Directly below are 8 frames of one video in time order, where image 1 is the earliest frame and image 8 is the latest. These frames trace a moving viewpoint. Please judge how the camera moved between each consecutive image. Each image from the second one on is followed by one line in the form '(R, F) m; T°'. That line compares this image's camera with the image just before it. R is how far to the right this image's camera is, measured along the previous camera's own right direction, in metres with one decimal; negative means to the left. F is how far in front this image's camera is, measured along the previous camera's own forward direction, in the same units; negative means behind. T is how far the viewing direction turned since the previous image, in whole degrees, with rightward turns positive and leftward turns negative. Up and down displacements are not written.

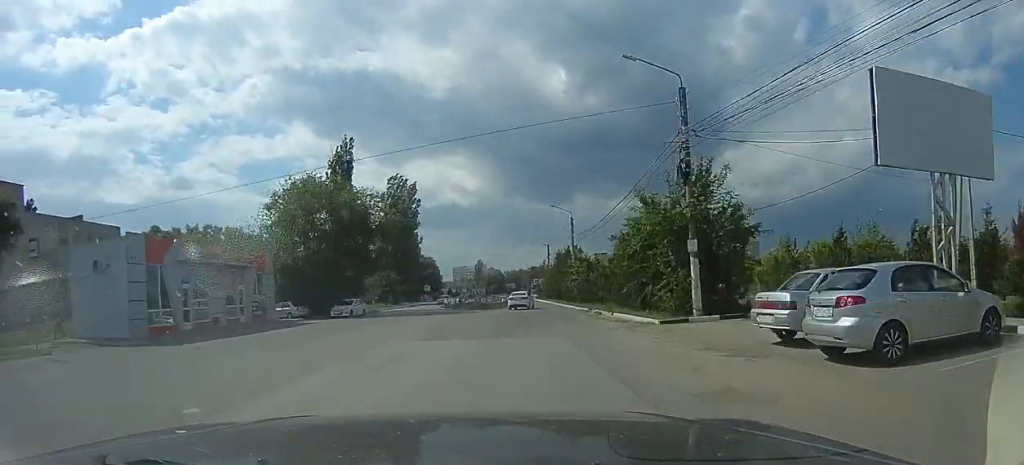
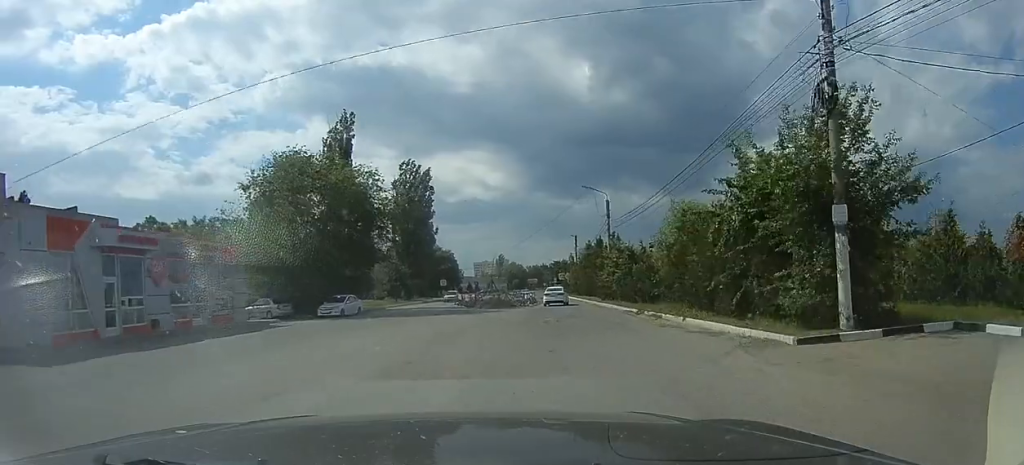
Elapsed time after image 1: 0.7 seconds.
(+0.3, +7.7) m; -3°
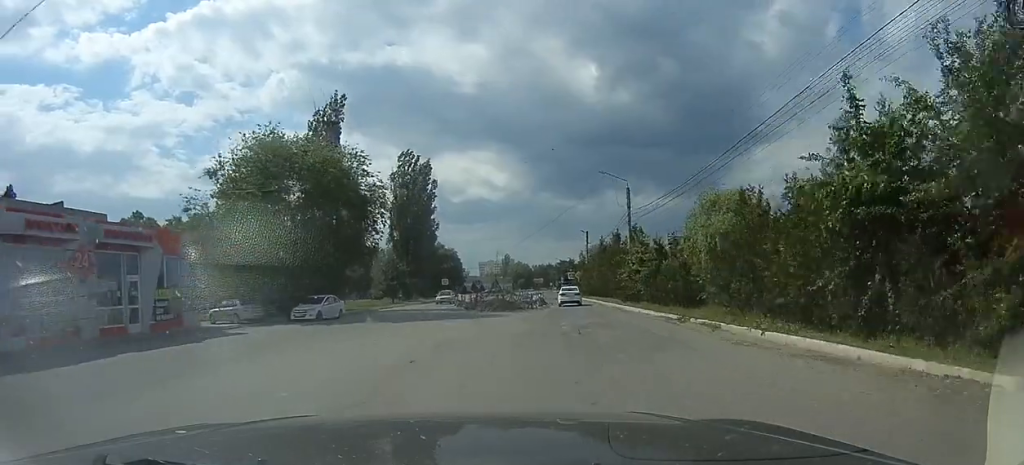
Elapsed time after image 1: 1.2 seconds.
(-0.5, +4.7) m; -1°
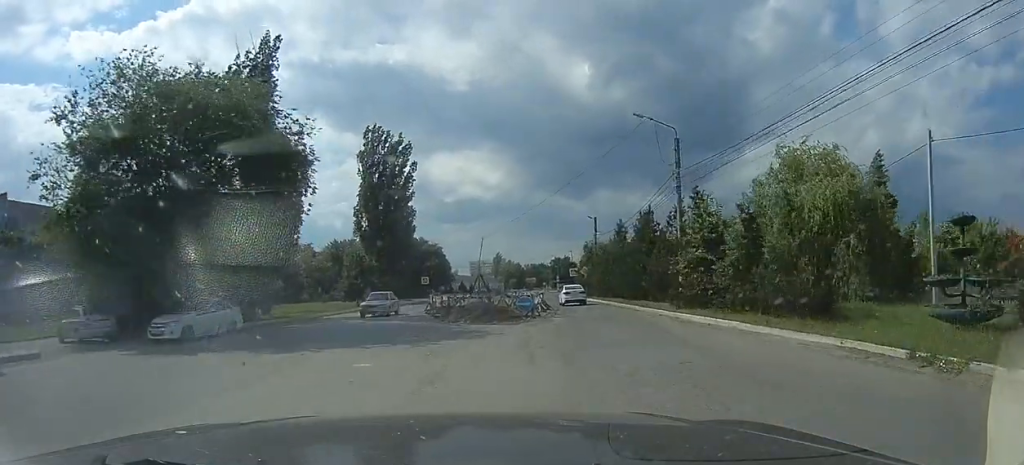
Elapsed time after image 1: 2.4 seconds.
(0.0, +11.3) m; -4°
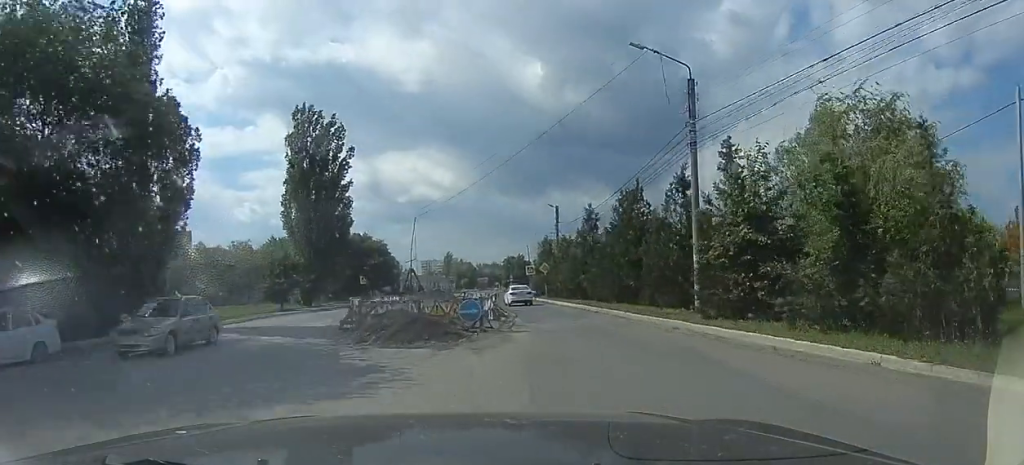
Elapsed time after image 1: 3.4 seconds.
(-0.6, +7.2) m; +3°
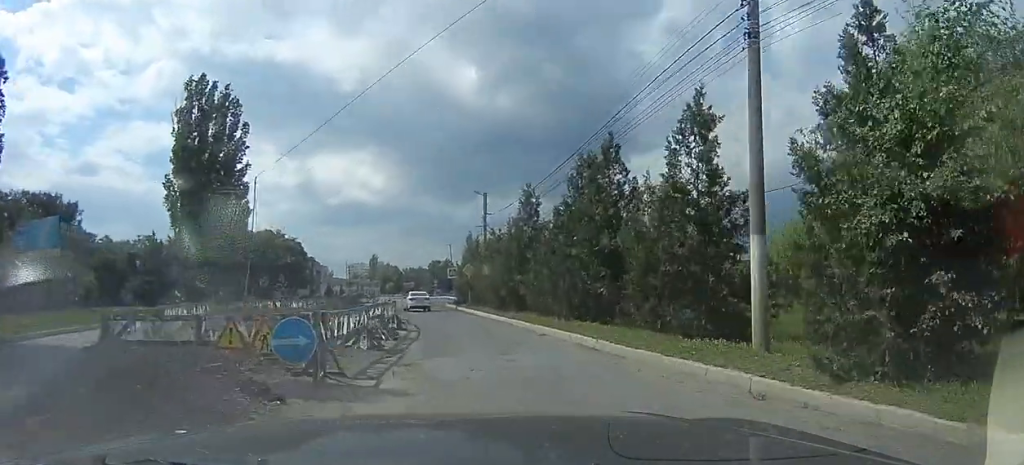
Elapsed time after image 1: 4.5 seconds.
(+1.3, +8.5) m; +13°
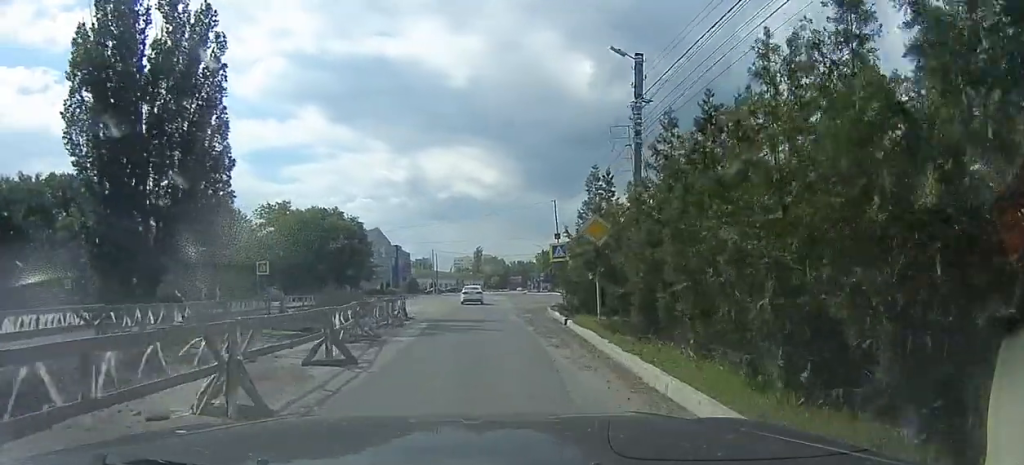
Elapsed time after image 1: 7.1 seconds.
(-2.5, +21.7) m; -15°
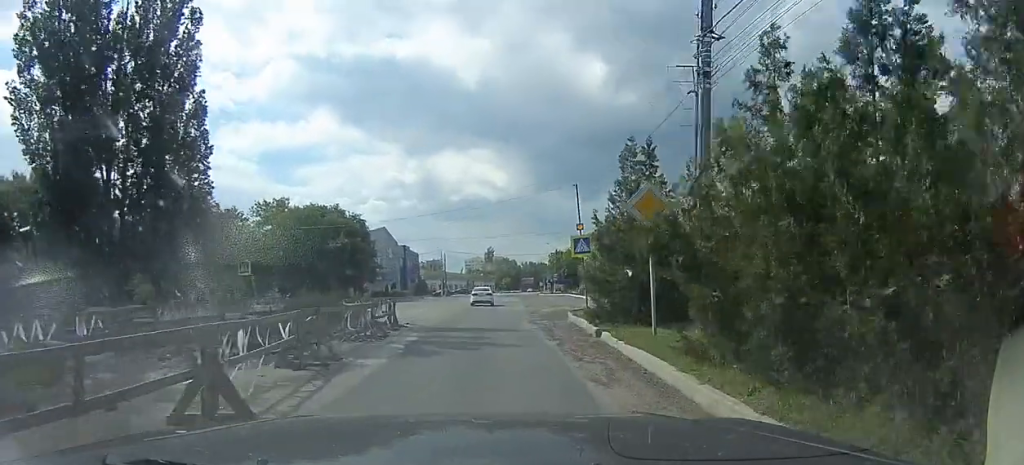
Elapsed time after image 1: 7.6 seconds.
(-0.1, +4.2) m; -1°
